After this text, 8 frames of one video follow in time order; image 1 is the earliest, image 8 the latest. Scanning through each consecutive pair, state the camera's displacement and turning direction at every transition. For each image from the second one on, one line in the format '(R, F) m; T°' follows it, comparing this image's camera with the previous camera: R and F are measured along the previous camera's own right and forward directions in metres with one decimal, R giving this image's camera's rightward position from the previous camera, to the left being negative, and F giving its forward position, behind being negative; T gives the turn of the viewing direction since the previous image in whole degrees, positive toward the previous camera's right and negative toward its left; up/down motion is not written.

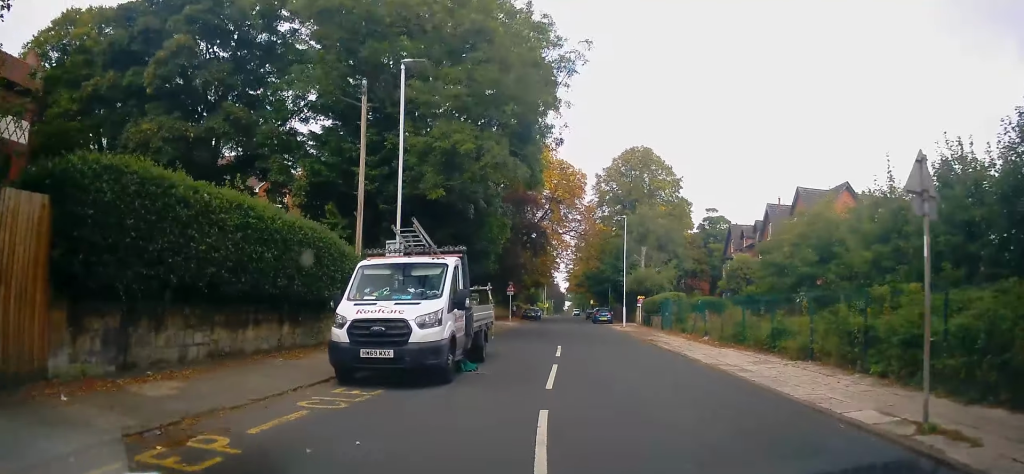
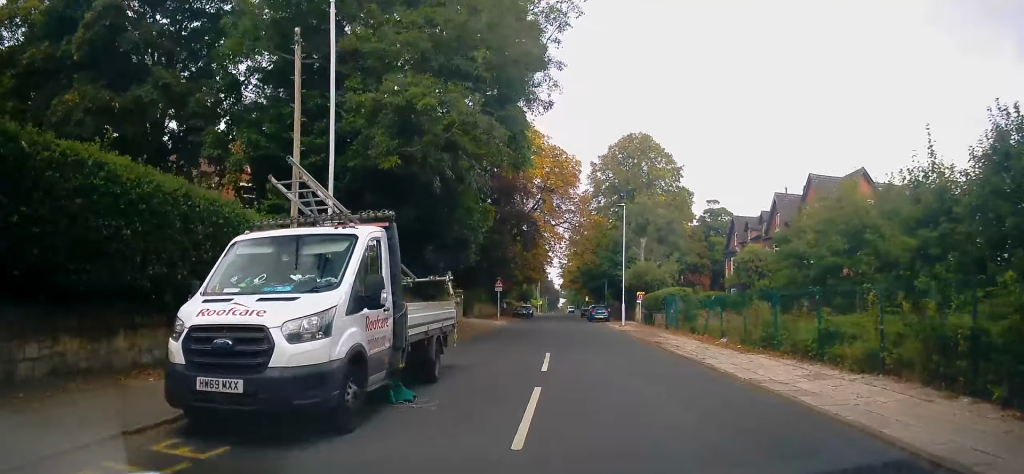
(+0.2, +3.8) m; +4°
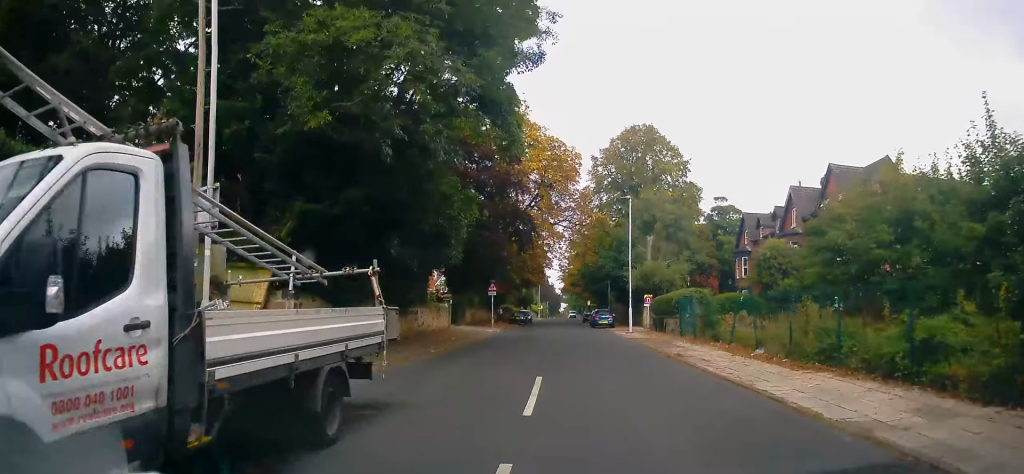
(+0.1, +4.0) m; +2°
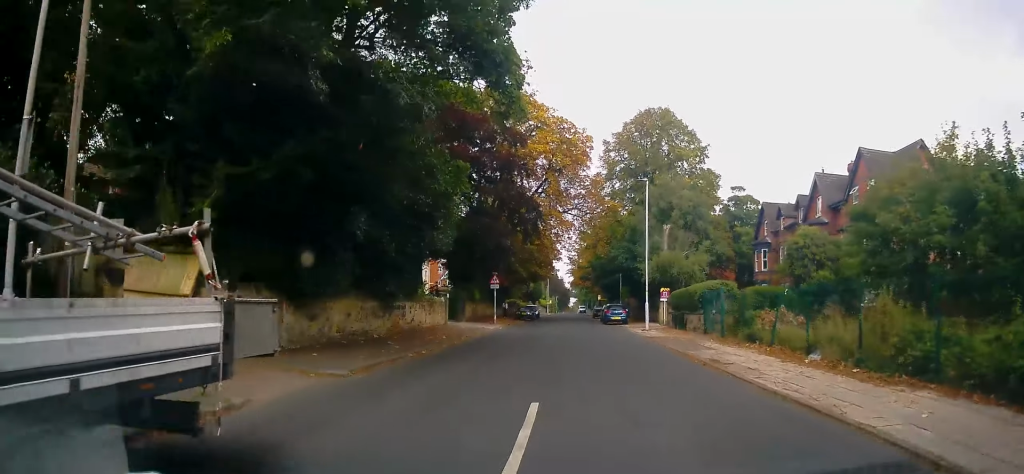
(+0.1, +3.5) m; +1°
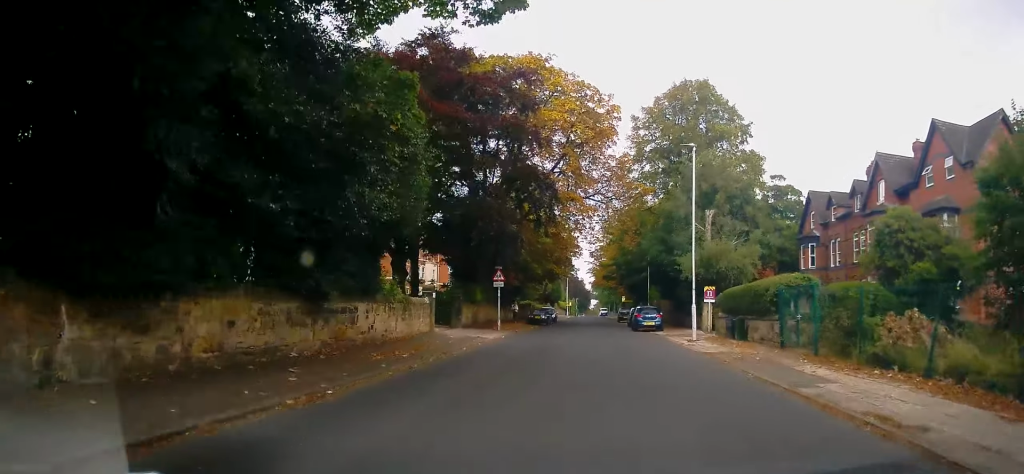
(+0.1, +7.7) m; -2°
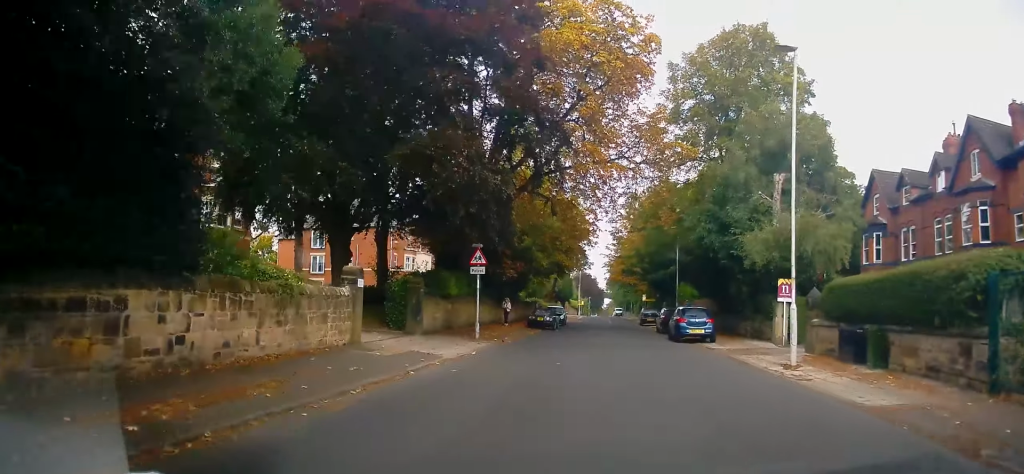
(-0.7, +10.2) m; -3°
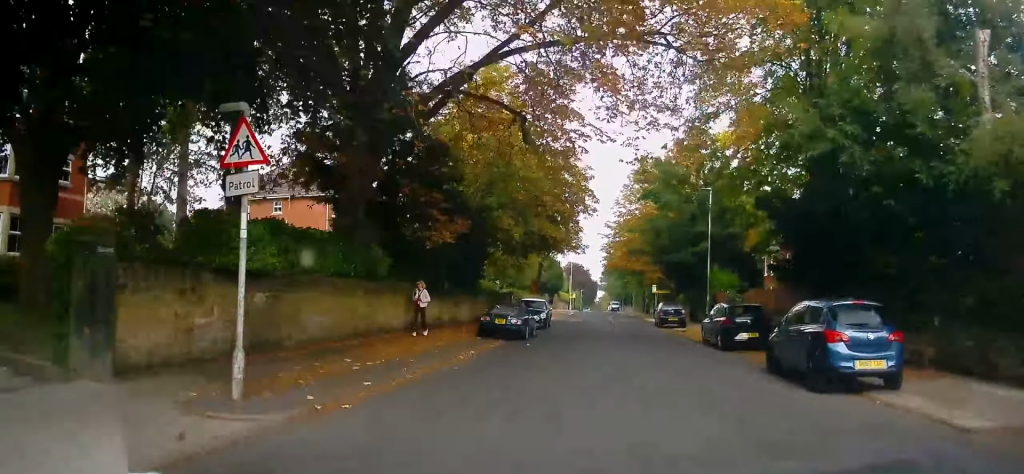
(+0.6, +15.2) m; +2°
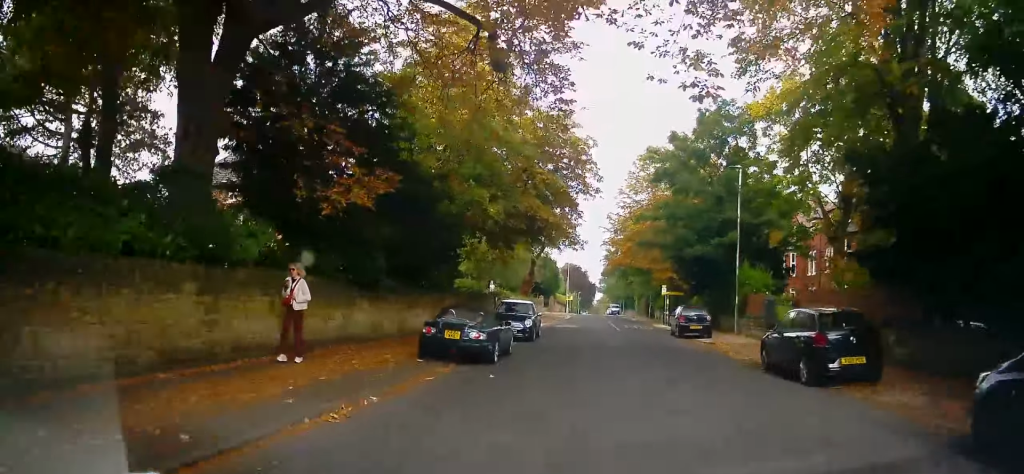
(-0.2, +7.4) m; -2°
